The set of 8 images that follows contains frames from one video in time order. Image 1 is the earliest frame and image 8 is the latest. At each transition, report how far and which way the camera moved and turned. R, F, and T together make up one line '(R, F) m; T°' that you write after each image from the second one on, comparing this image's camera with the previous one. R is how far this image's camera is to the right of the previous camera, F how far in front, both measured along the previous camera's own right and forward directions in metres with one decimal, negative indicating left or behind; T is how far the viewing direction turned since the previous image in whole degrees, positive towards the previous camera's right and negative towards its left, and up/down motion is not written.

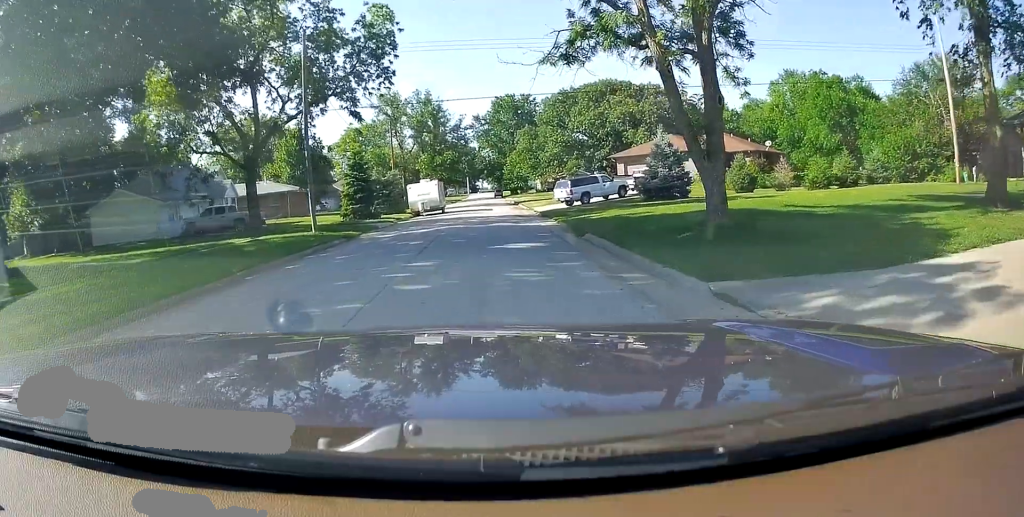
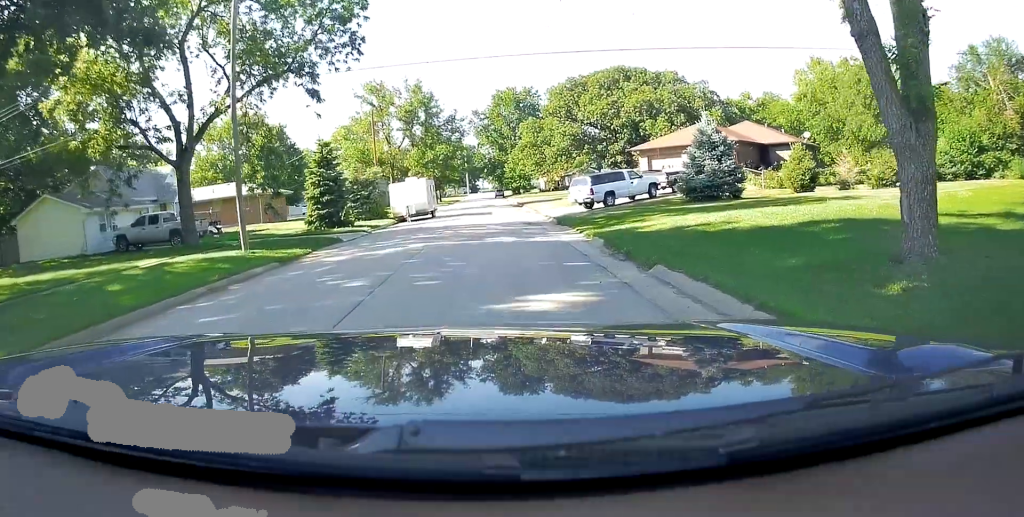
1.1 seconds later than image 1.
(-0.6, +8.0) m; -6°
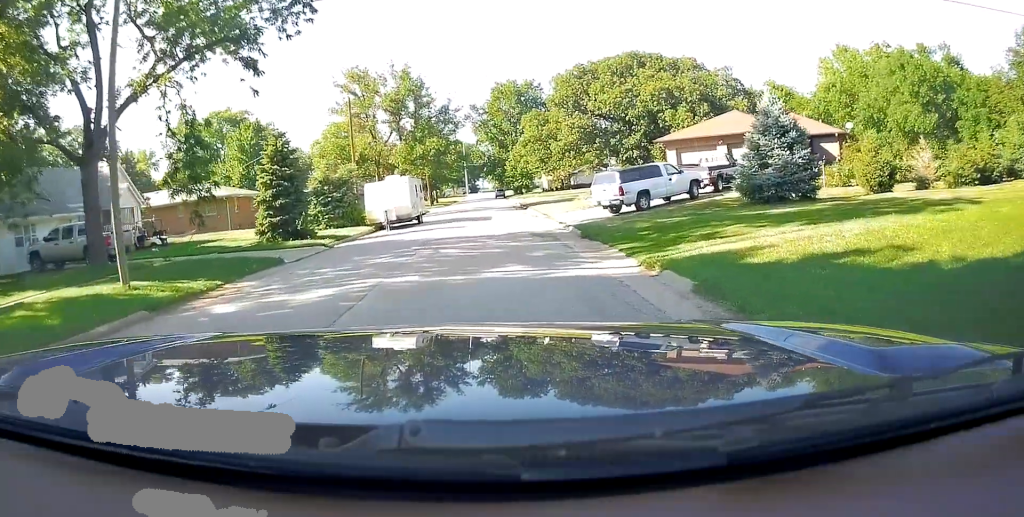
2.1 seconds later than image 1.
(-0.1, +7.3) m; -1°
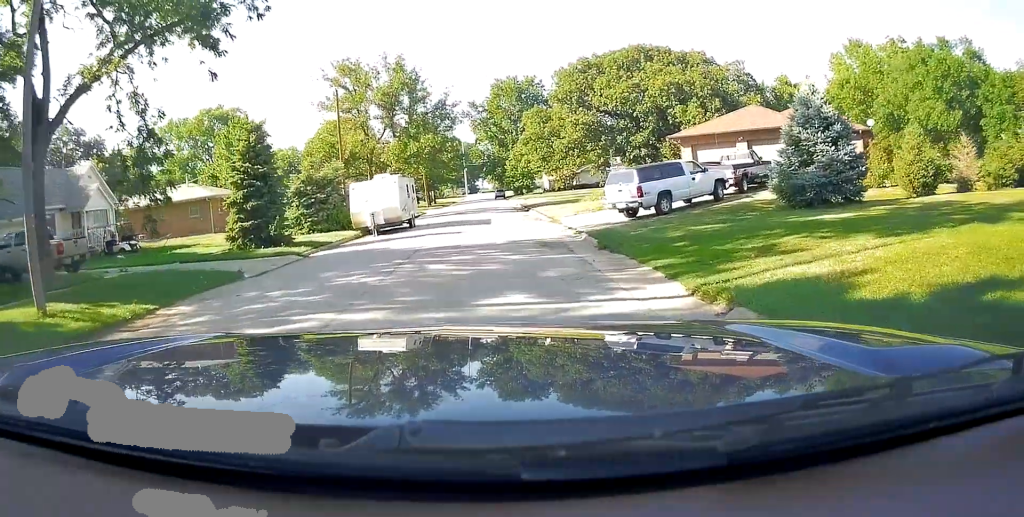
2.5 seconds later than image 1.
(0.0, +3.1) m; 0°
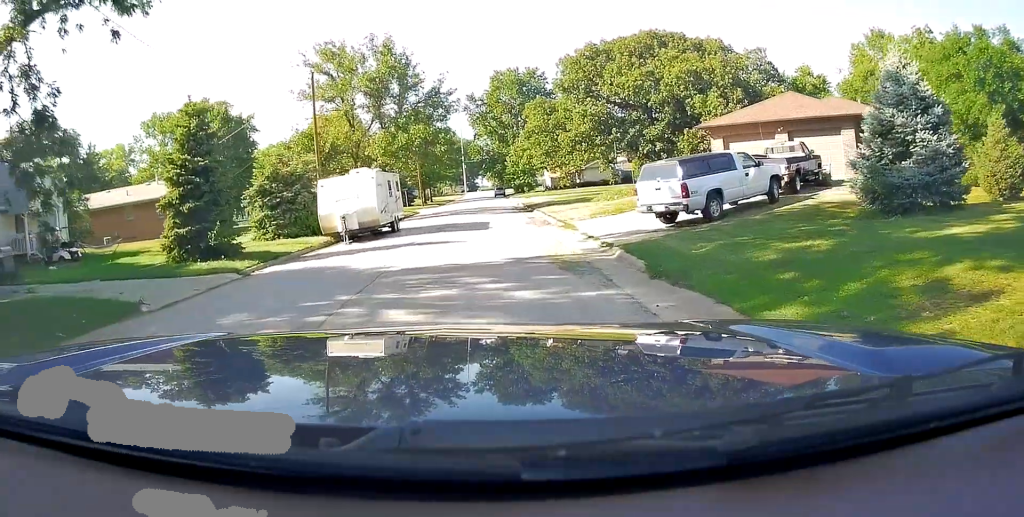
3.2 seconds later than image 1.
(0.0, +4.9) m; 0°
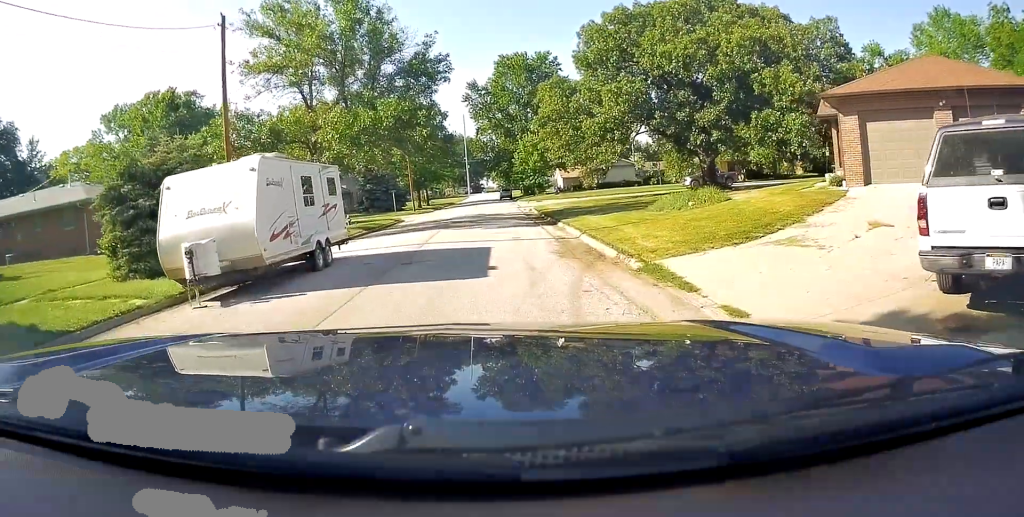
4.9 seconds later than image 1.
(0.0, +11.7) m; 0°
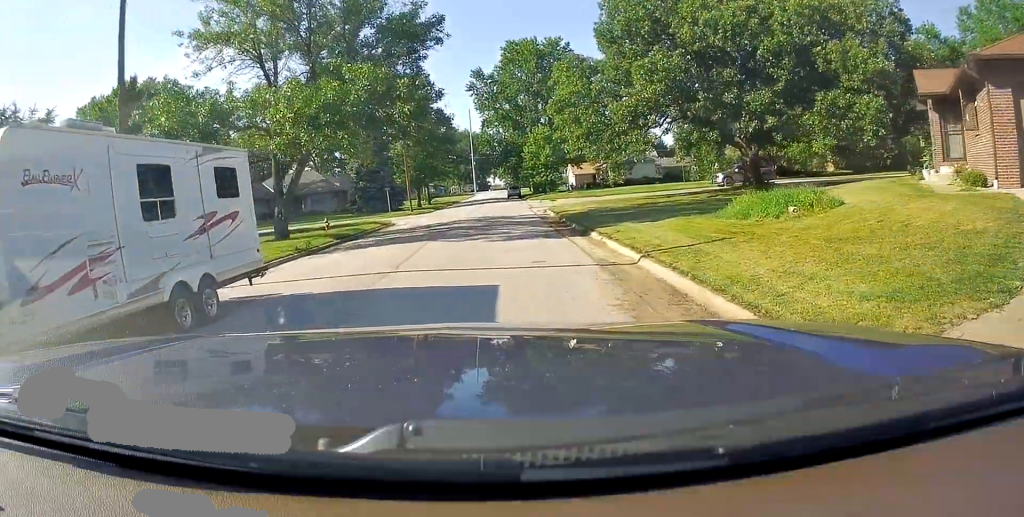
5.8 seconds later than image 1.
(0.0, +6.9) m; 0°
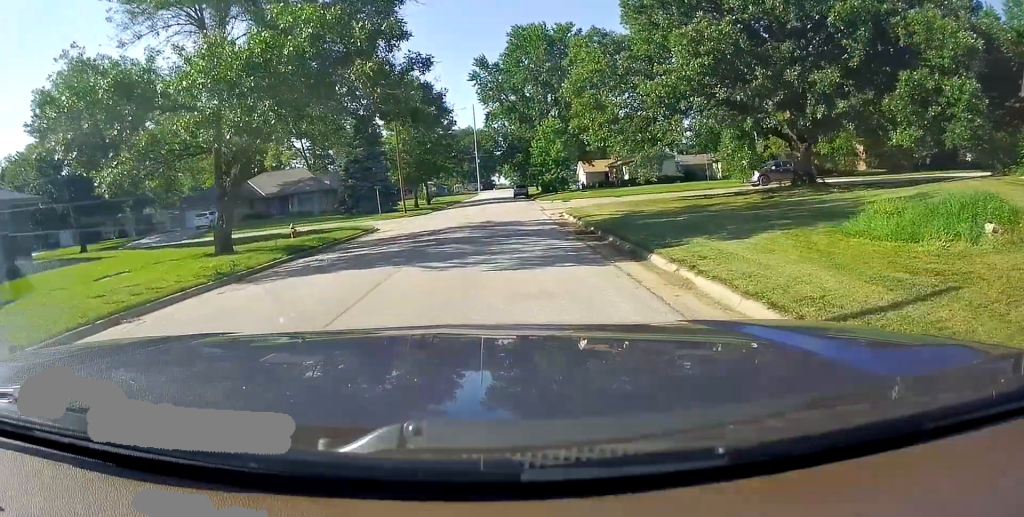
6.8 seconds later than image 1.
(0.0, +6.7) m; 0°
